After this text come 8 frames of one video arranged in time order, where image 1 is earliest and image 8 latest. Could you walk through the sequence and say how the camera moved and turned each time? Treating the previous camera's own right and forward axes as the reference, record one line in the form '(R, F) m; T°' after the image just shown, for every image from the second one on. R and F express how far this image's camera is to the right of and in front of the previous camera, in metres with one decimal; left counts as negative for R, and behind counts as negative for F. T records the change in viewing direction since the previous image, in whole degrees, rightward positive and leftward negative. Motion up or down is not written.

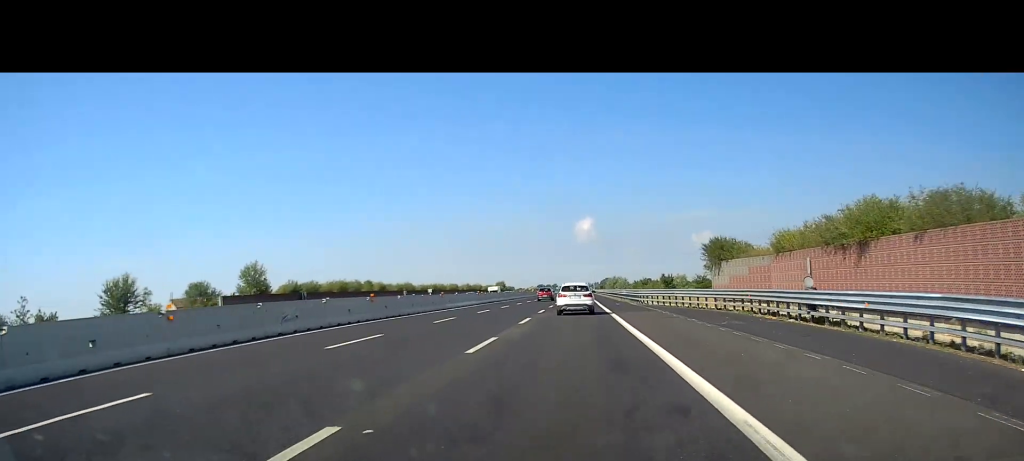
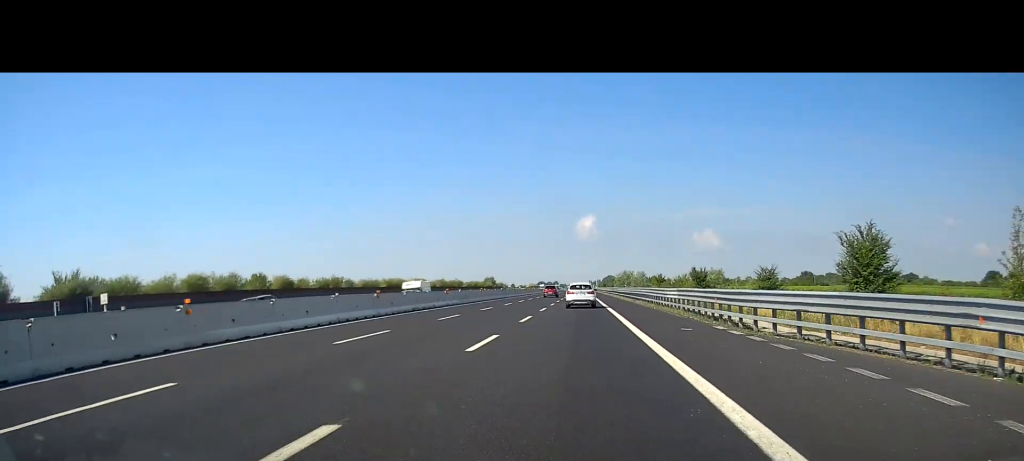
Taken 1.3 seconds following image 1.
(-0.2, +35.3) m; 0°
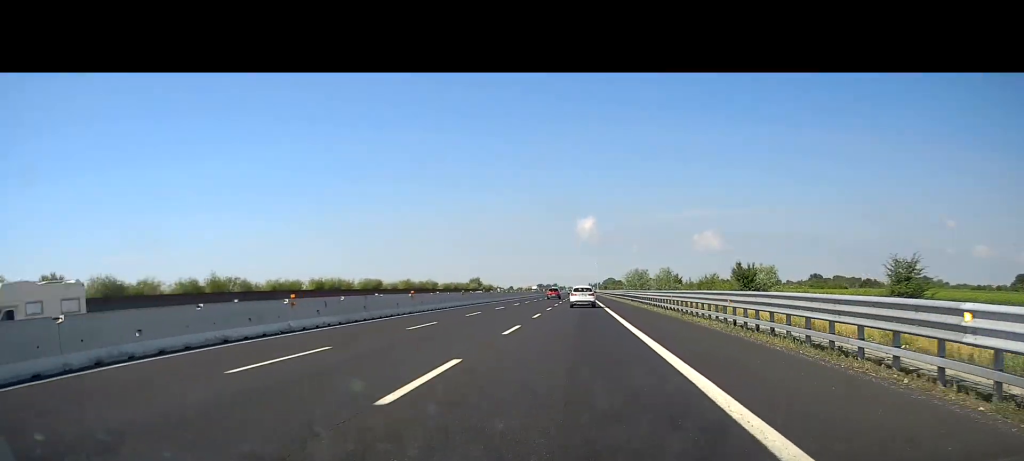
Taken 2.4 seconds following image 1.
(+0.3, +29.0) m; +1°
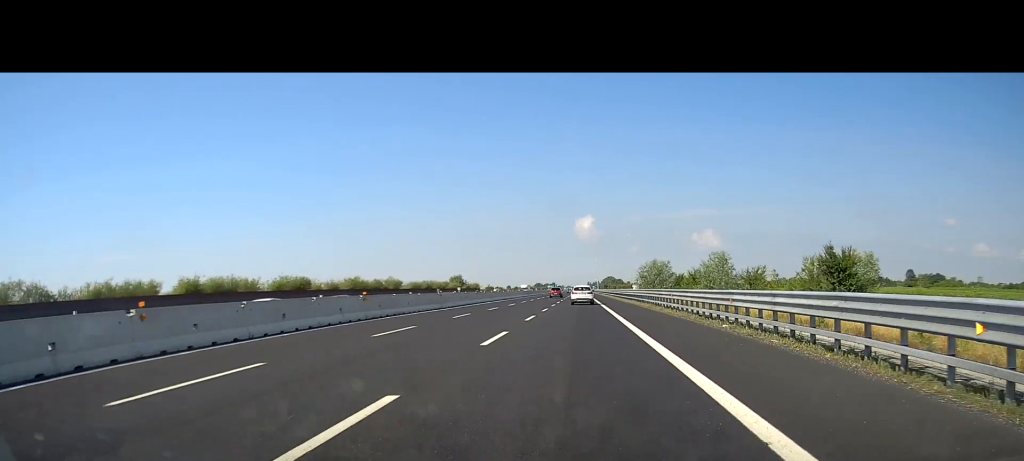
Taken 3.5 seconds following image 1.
(0.0, +27.2) m; 0°
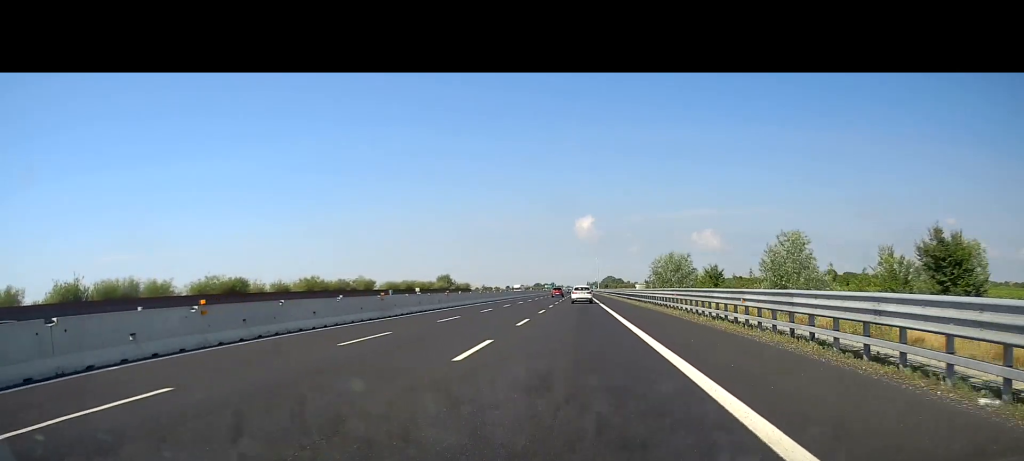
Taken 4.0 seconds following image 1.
(+0.1, +14.9) m; 0°
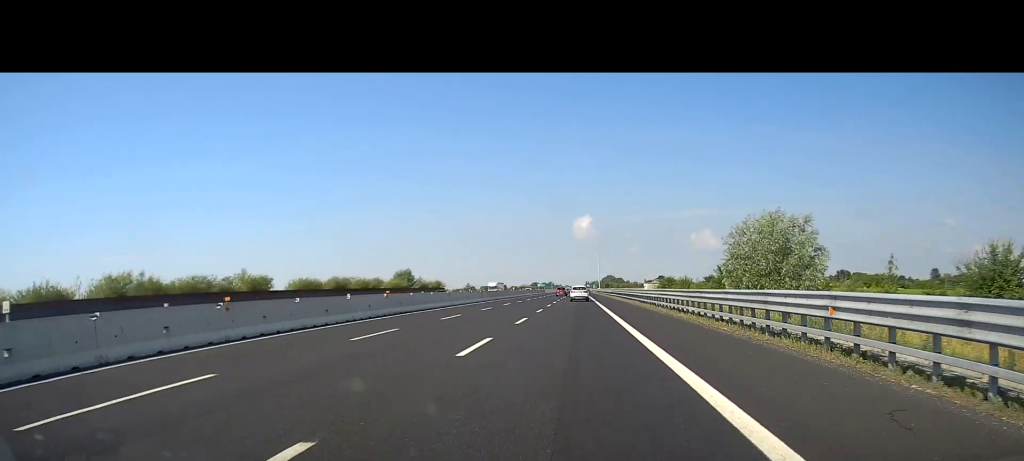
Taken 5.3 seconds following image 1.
(0.0, +34.3) m; 0°
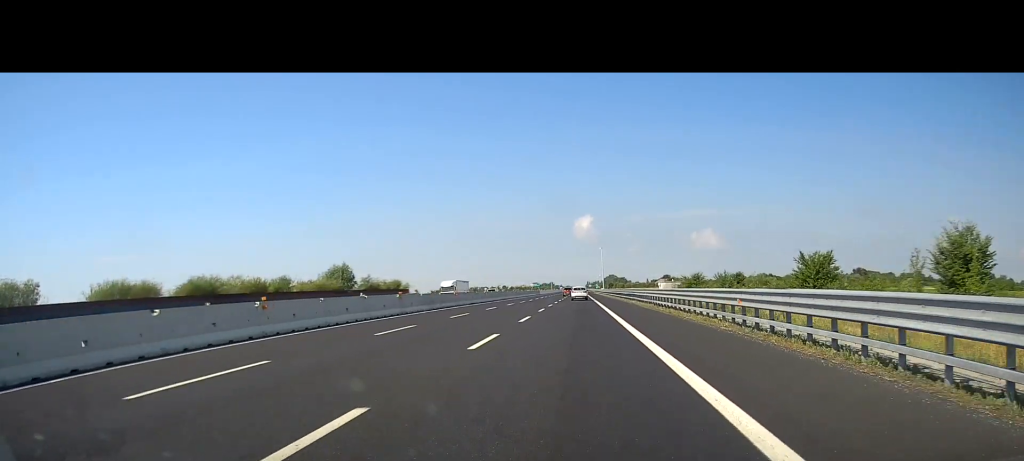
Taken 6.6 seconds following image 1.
(-0.1, +33.5) m; -1°
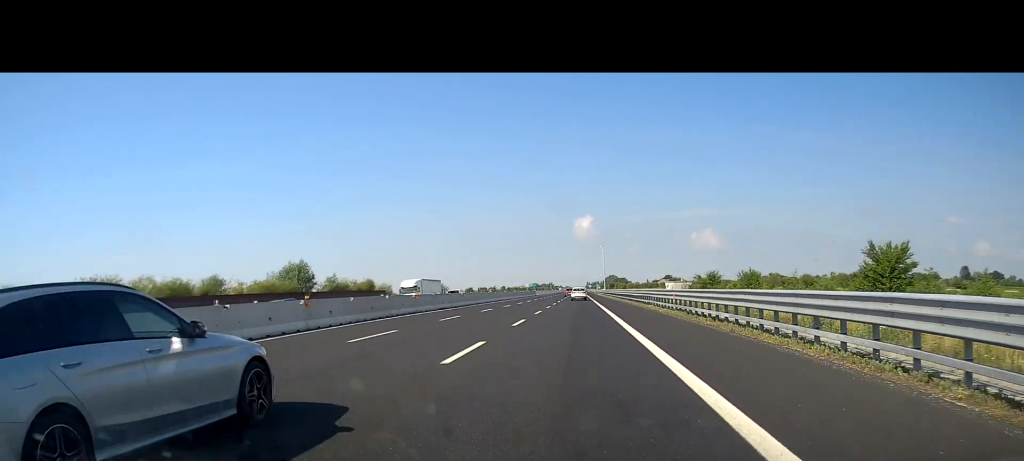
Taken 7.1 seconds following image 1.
(0.0, +14.1) m; -1°
